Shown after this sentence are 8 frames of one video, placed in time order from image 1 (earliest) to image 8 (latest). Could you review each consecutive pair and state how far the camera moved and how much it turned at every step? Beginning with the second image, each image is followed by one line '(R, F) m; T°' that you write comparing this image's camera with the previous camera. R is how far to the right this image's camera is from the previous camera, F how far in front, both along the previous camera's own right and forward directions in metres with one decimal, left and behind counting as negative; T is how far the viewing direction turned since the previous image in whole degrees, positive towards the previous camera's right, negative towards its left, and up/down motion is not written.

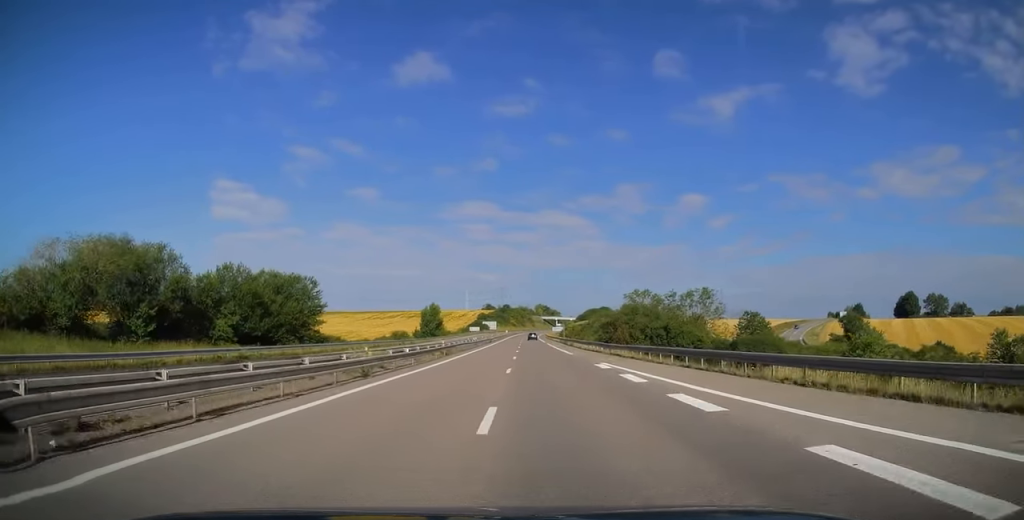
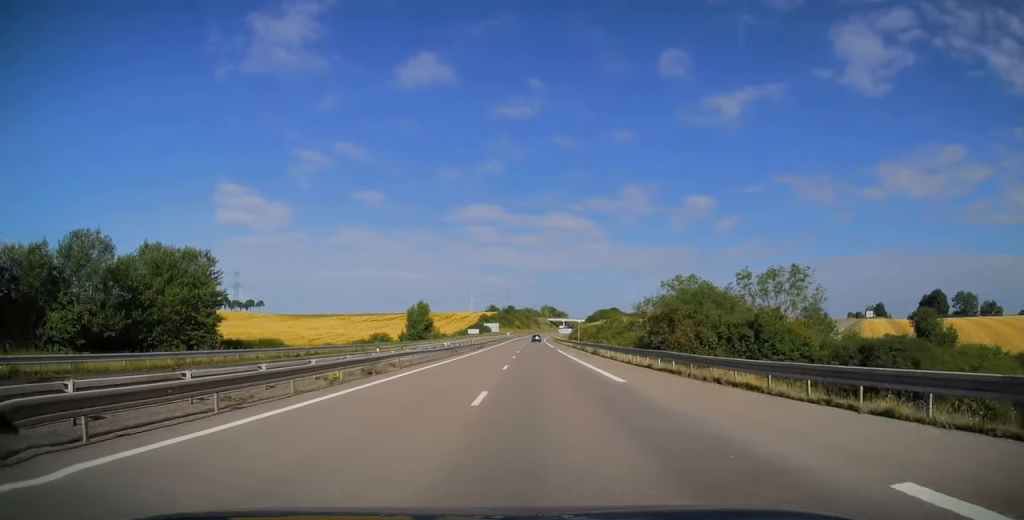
(+0.3, +22.5) m; 0°
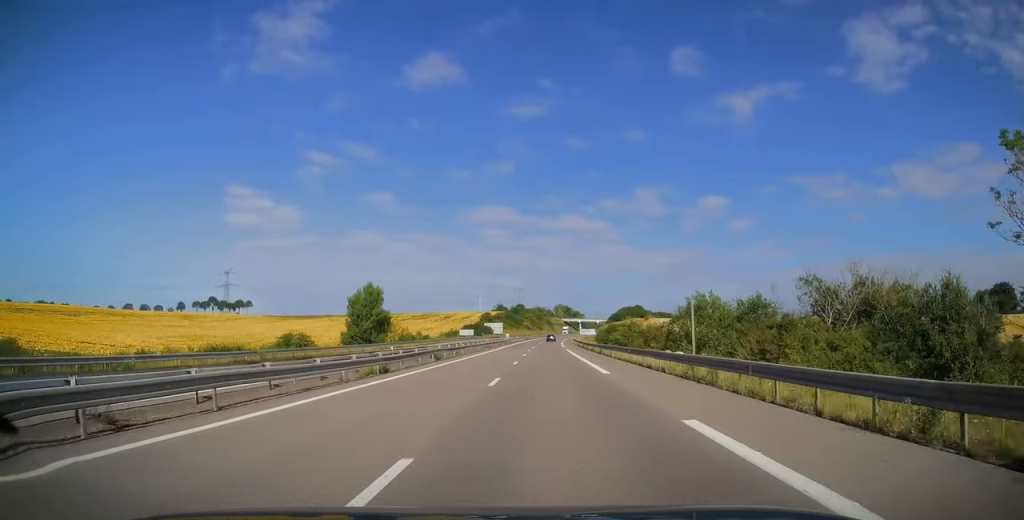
(-0.9, +47.8) m; -2°
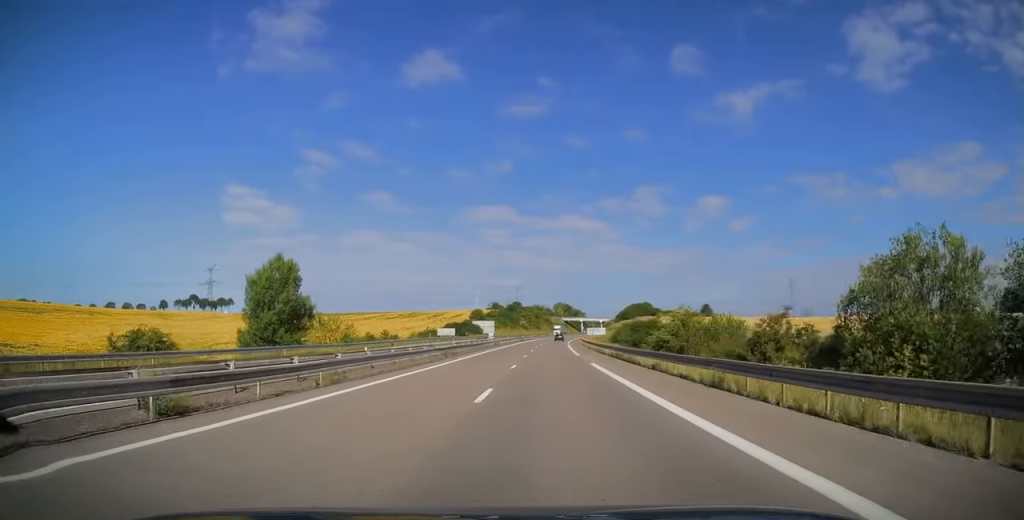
(0.0, +30.2) m; +1°
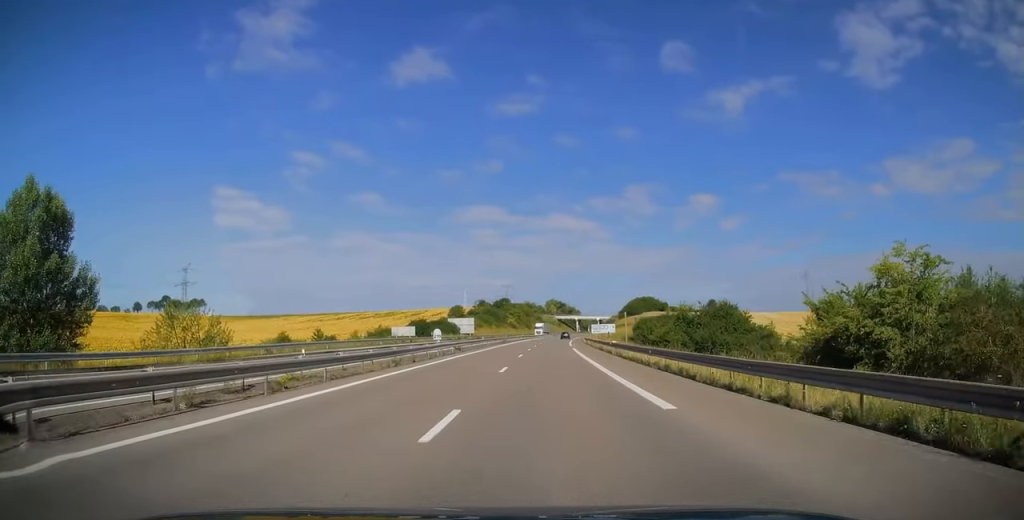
(+0.5, +31.2) m; +1°
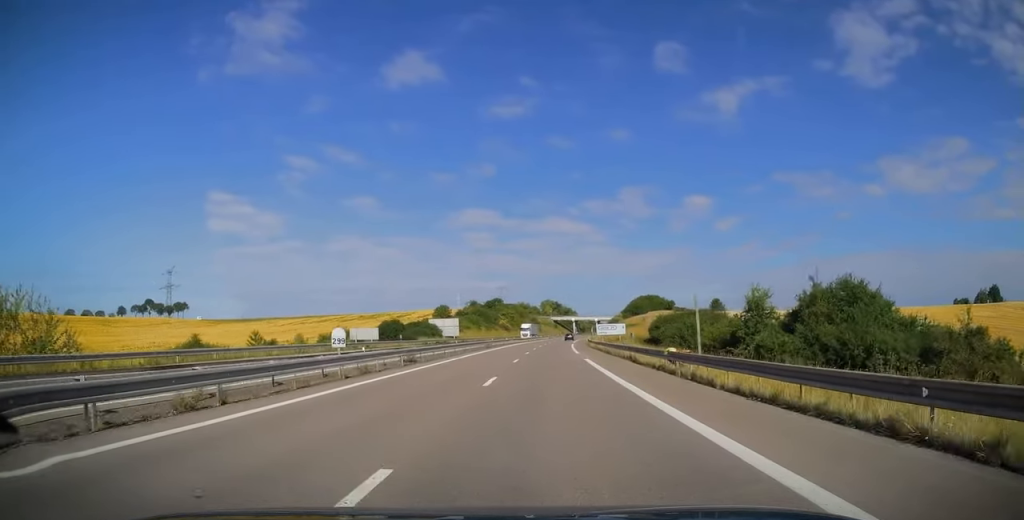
(+0.2, +18.0) m; 0°
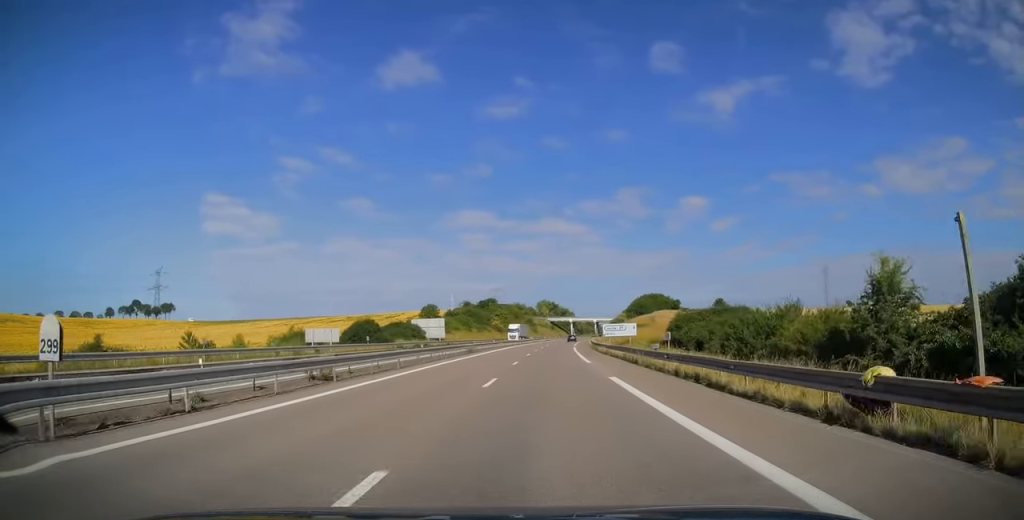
(-0.2, +13.1) m; 0°
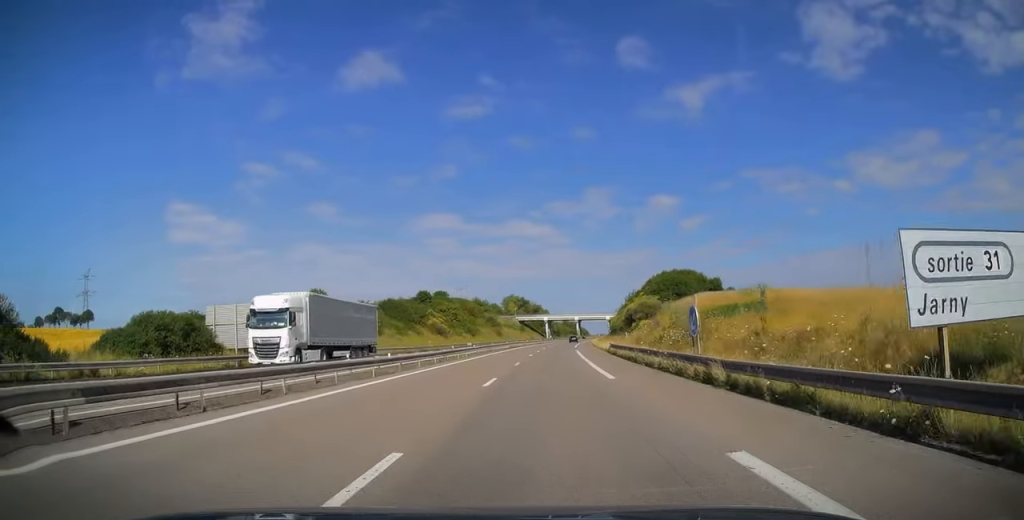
(+1.3, +63.2) m; +3°
